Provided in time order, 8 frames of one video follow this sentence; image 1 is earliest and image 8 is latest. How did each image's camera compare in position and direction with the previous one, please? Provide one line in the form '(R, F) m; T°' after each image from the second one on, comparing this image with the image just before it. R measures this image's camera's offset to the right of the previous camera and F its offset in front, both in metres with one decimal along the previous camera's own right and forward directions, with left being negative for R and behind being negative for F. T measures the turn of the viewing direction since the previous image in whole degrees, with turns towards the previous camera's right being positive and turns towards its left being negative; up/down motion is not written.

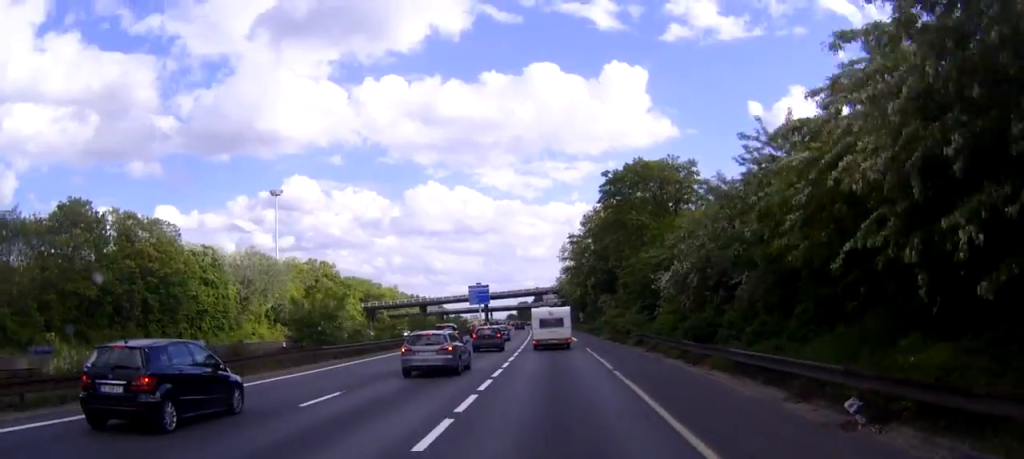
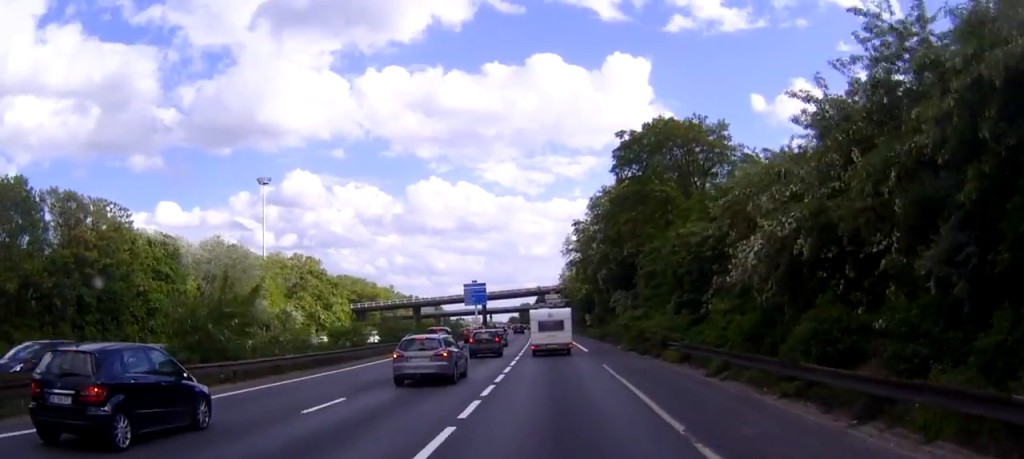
(0.0, +12.6) m; 0°
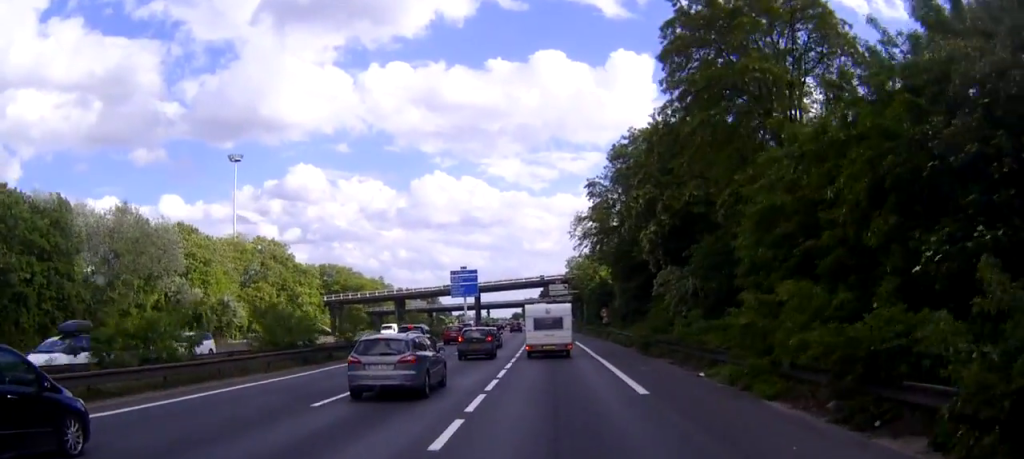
(-0.1, +24.0) m; 0°
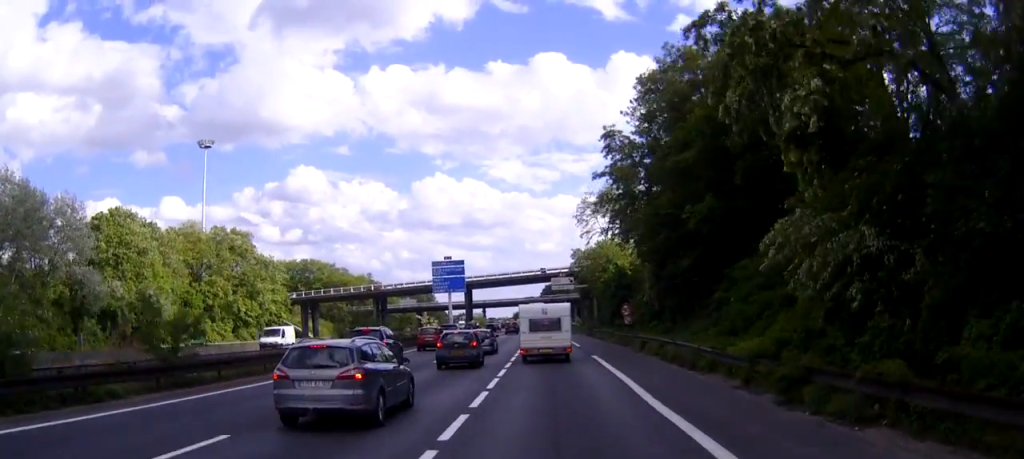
(-0.1, +20.0) m; -1°
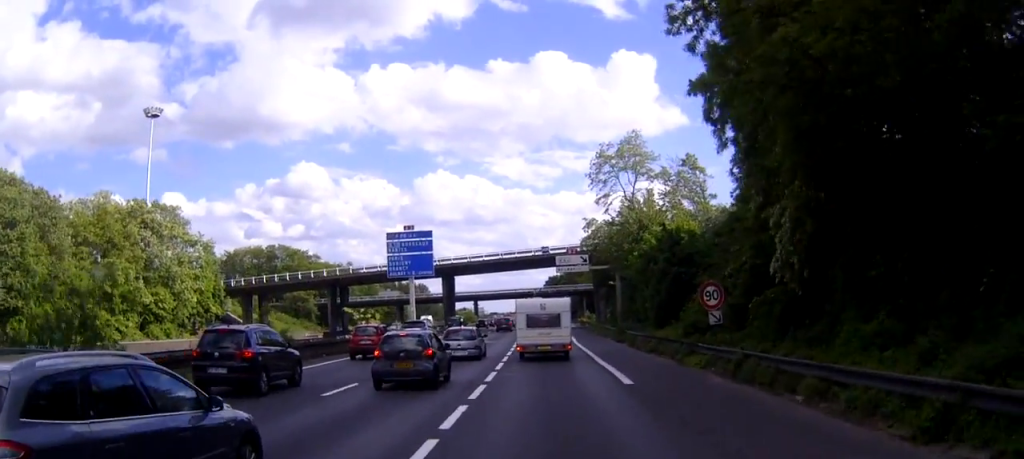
(+0.2, +28.7) m; +1°
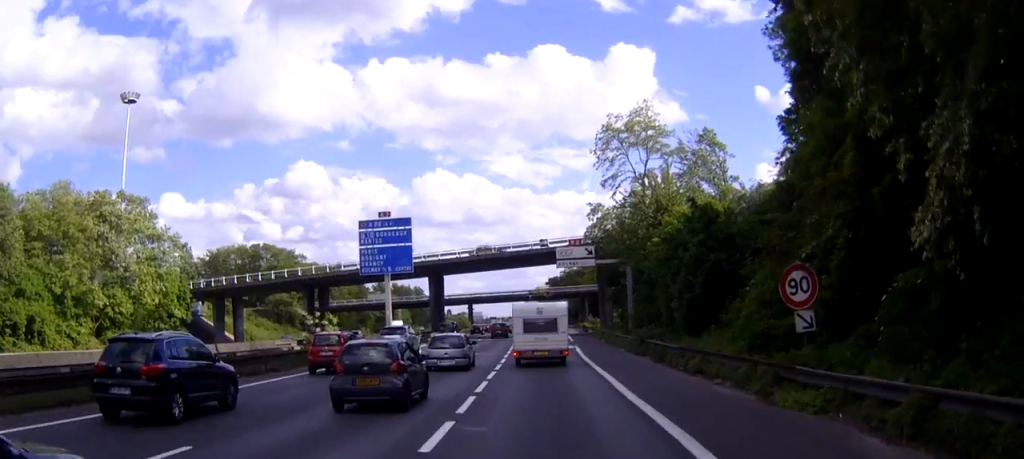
(0.0, +9.8) m; 0°
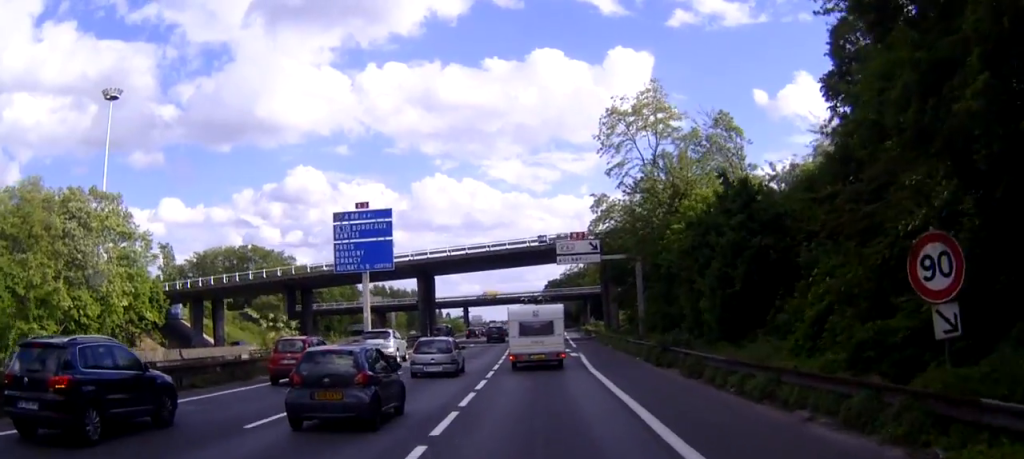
(0.0, +6.8) m; 0°
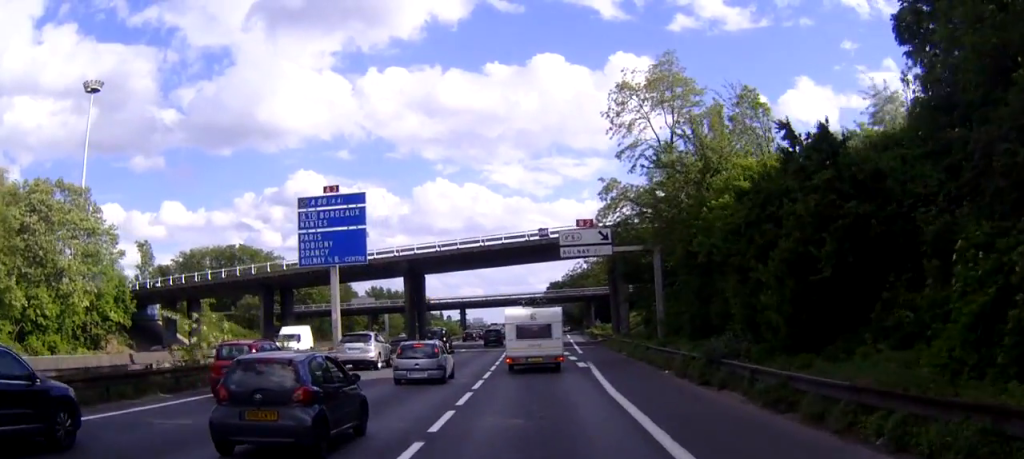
(0.0, +7.9) m; -1°
